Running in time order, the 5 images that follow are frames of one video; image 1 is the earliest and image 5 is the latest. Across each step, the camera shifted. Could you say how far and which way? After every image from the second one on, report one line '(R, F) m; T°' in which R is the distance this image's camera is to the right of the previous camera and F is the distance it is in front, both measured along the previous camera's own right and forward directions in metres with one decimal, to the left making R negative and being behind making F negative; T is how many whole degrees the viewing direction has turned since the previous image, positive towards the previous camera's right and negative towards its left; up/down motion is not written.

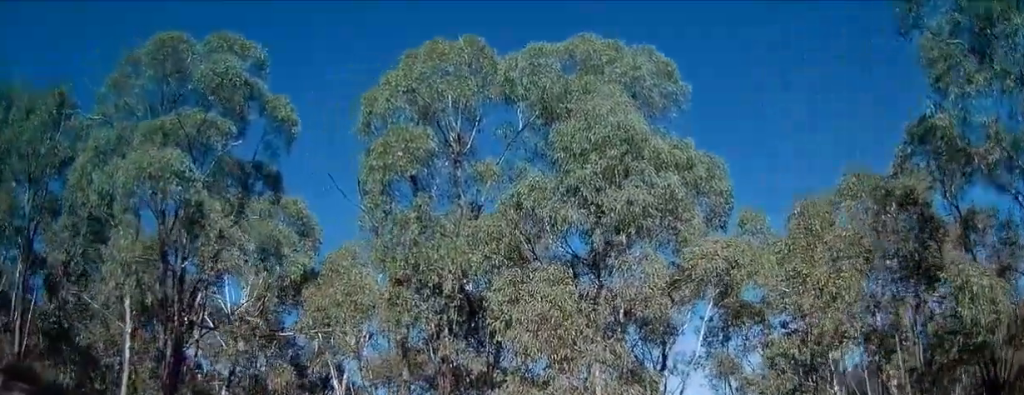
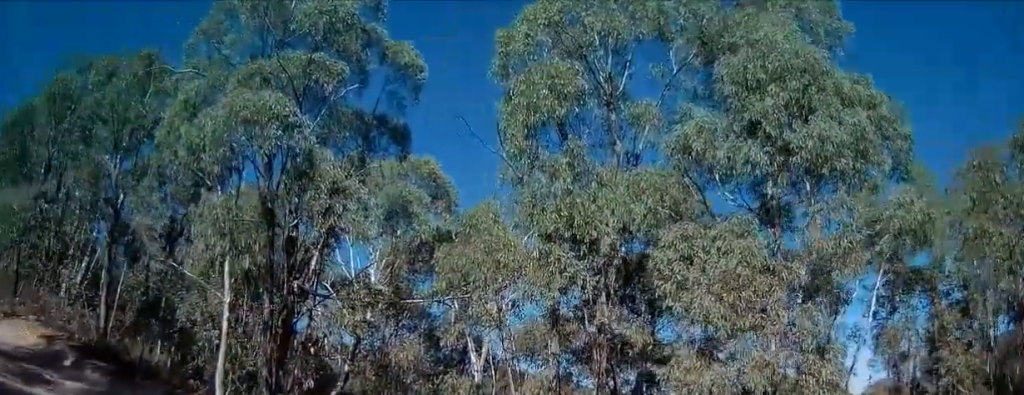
(-0.2, +2.0) m; -14°
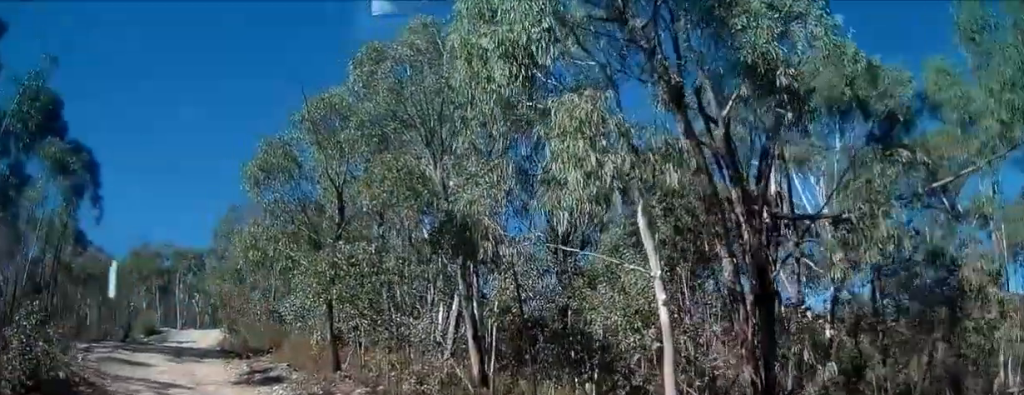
(-2.2, +5.0) m; -52°
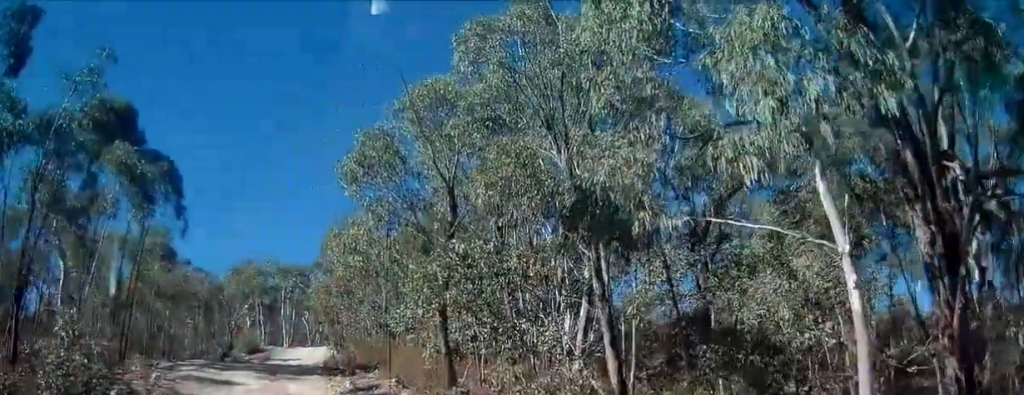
(-0.5, +1.7) m; -11°
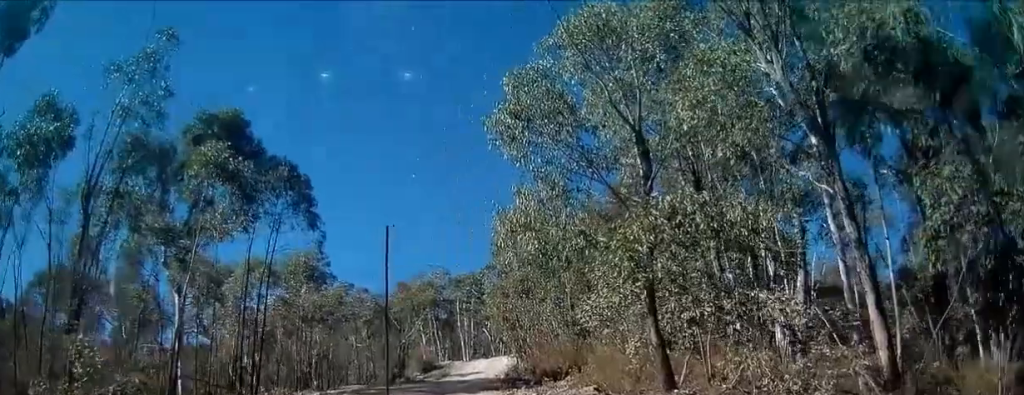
(-0.3, +3.4) m; -12°
